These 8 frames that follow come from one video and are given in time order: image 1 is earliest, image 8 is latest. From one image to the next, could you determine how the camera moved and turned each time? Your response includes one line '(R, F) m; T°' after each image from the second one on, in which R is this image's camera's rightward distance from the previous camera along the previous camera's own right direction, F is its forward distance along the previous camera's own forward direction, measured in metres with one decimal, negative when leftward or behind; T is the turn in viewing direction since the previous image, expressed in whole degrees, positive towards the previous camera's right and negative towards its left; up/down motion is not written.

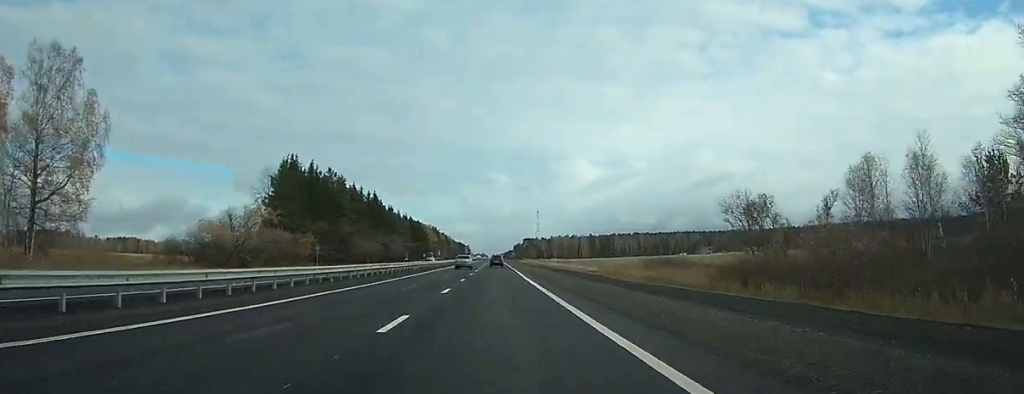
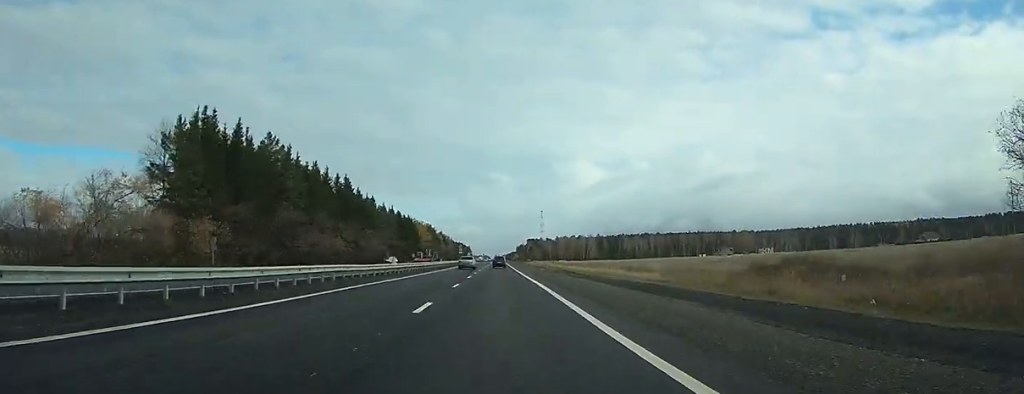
(+0.1, +30.7) m; 0°
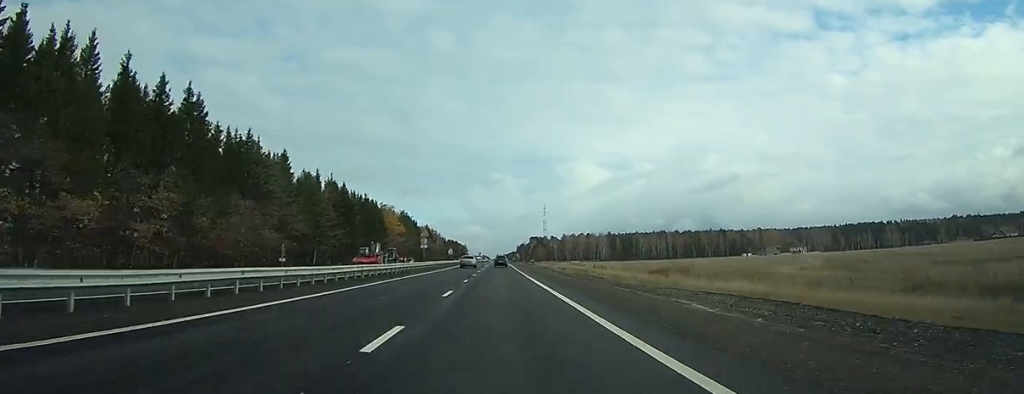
(+0.2, +67.1) m; +1°
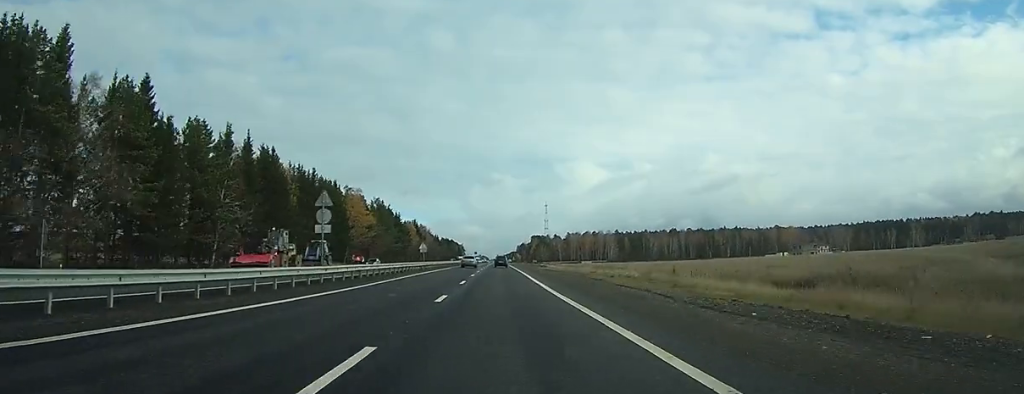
(+0.3, +39.8) m; 0°
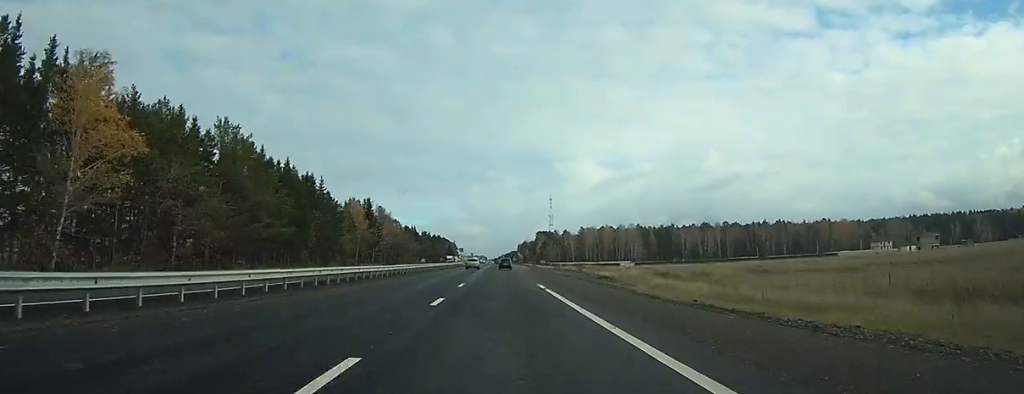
(-0.2, +83.8) m; 0°
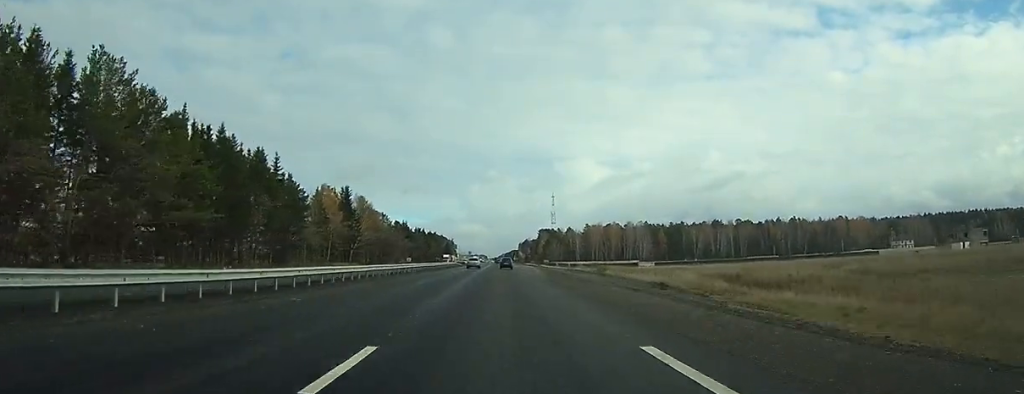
(0.0, +22.3) m; 0°
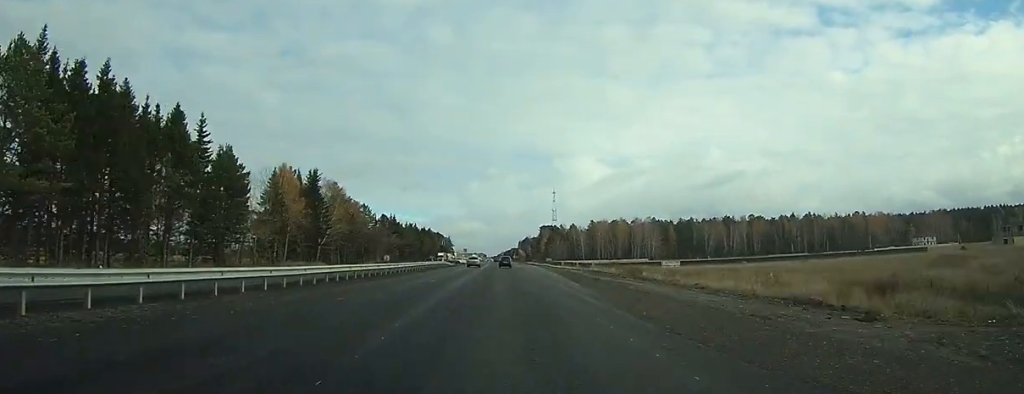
(0.0, +22.1) m; 0°
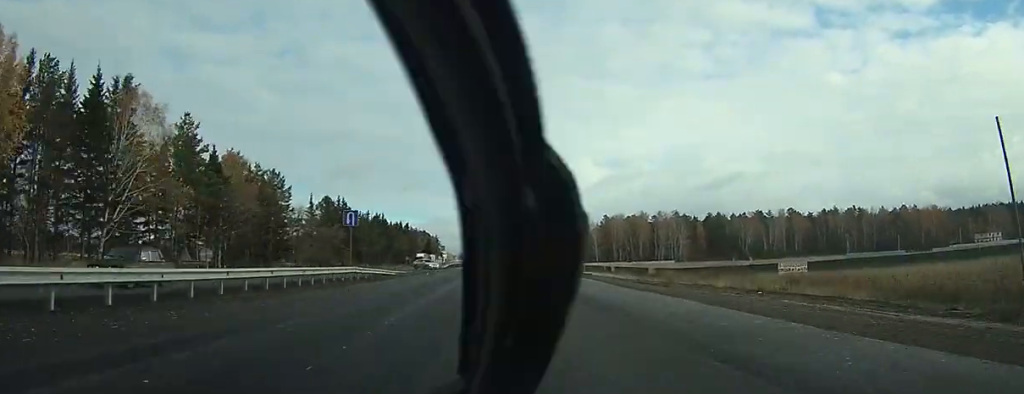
(-0.1, +59.5) m; 0°
